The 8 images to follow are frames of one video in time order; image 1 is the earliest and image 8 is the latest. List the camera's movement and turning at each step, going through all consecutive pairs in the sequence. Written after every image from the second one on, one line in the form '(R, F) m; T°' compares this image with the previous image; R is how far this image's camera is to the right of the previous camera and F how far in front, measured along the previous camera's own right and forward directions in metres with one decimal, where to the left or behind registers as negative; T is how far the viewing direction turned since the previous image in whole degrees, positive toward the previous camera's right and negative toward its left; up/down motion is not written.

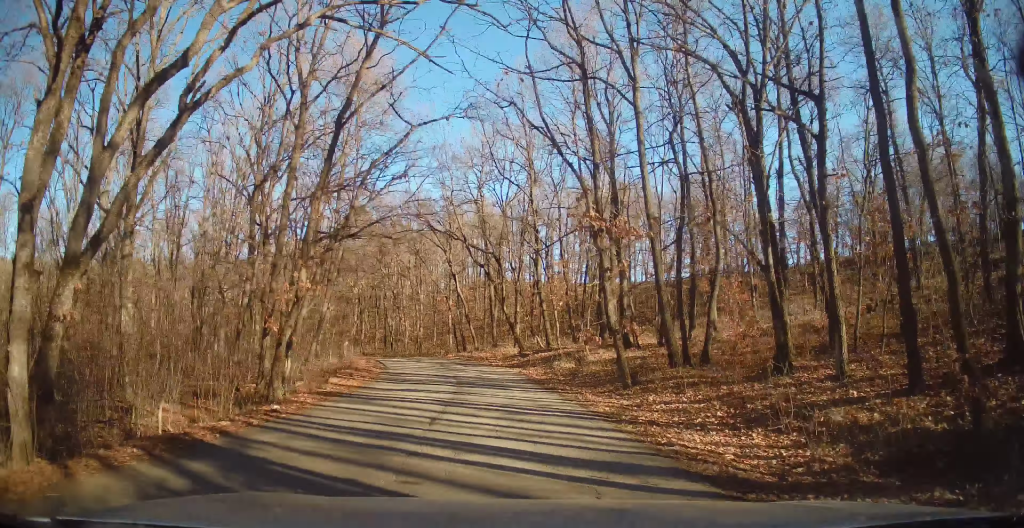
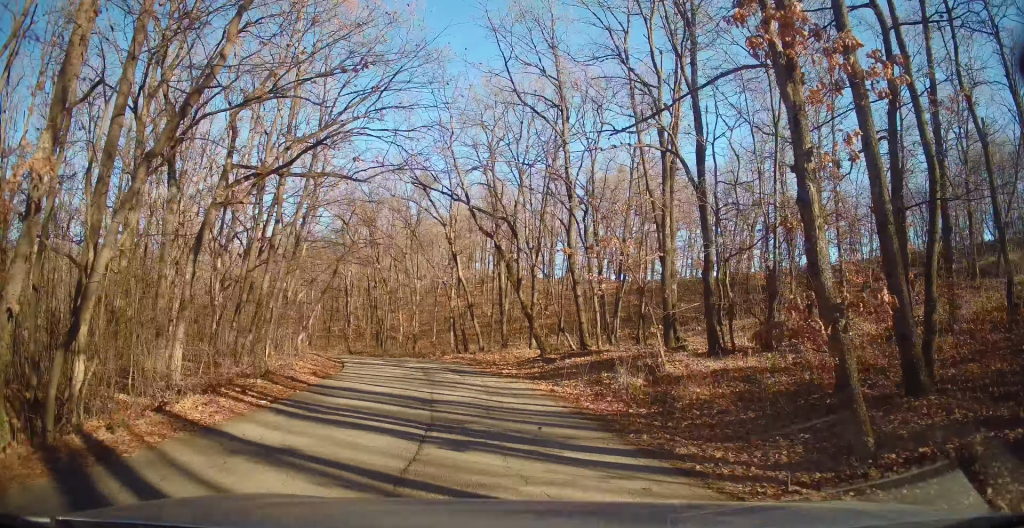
(-0.4, +9.2) m; -1°
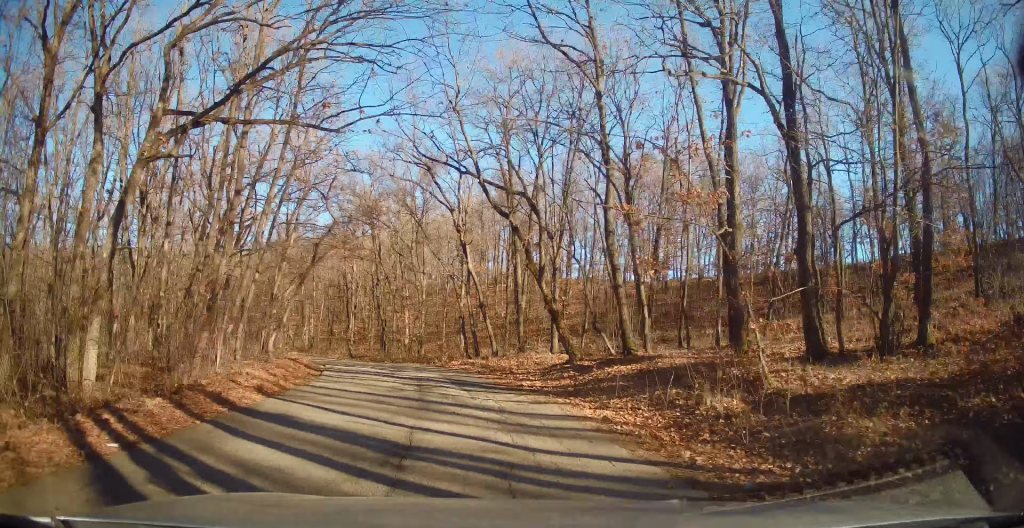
(-0.1, +4.7) m; -1°
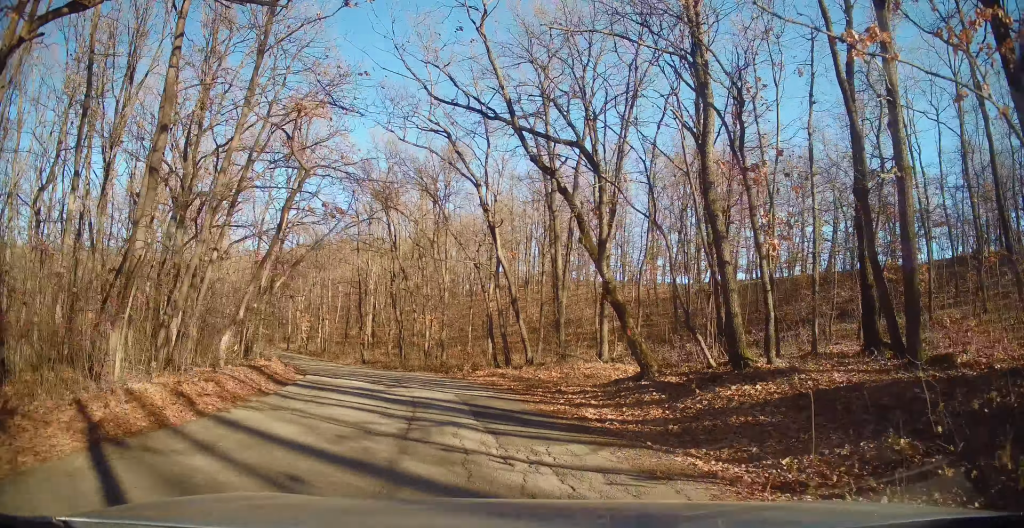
(+0.3, +6.0) m; -1°
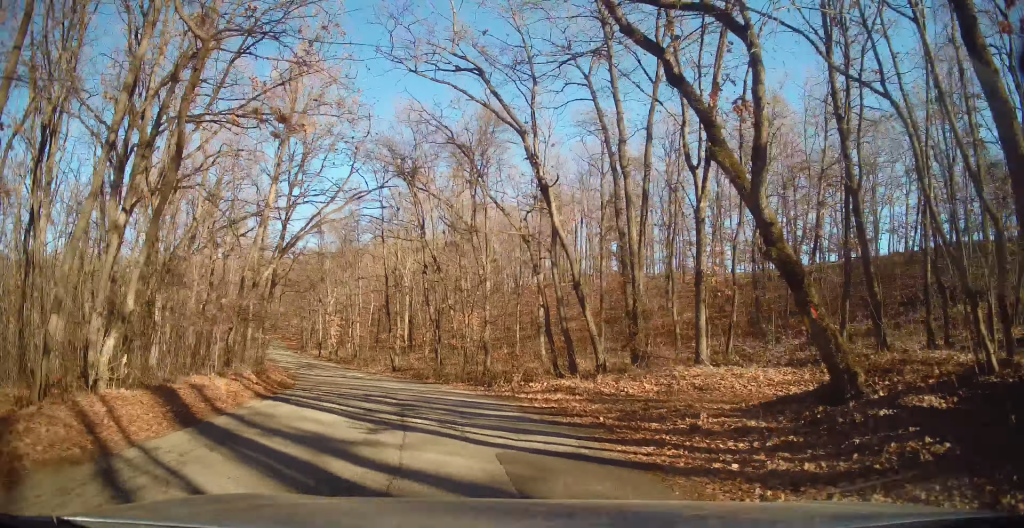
(-0.1, +7.0) m; -4°
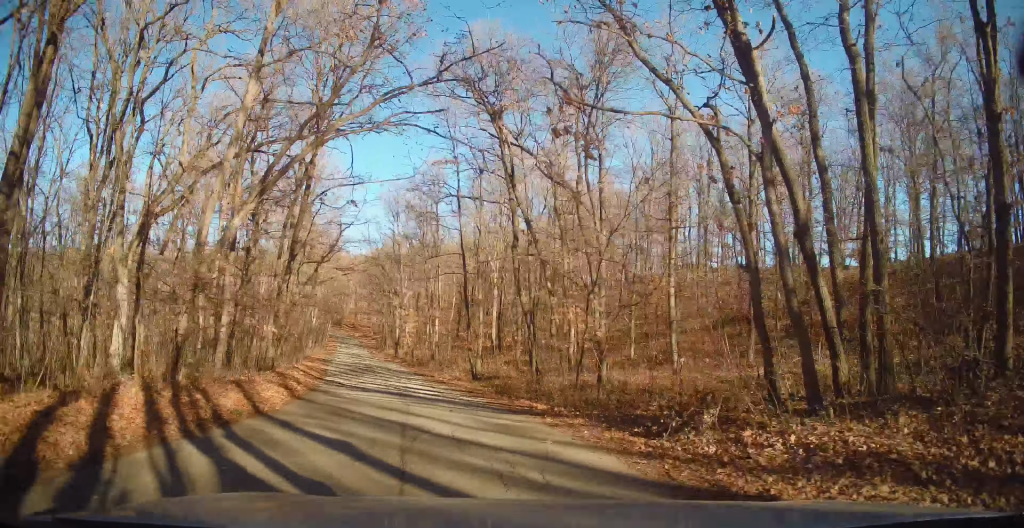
(-0.6, +9.7) m; -9°
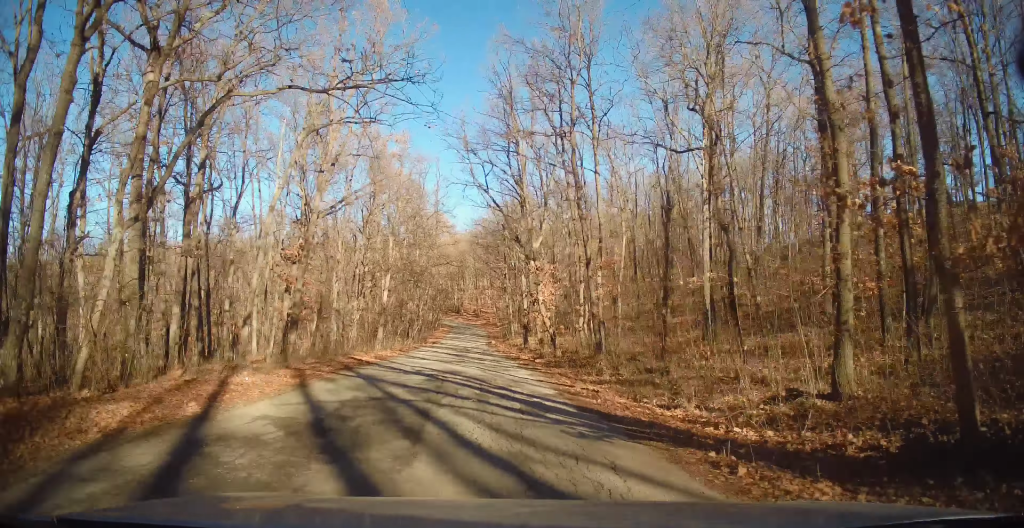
(-3.6, +24.8) m; -13°
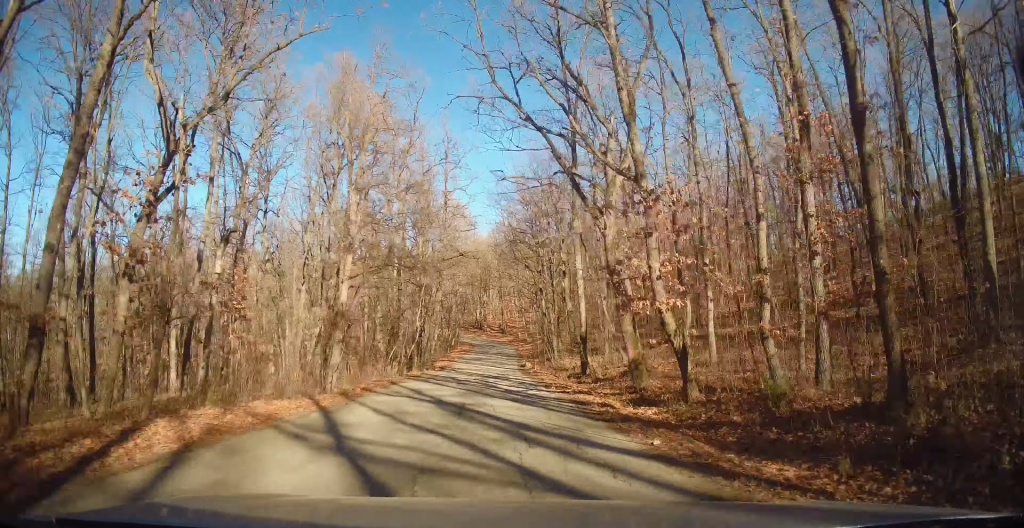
(-0.7, +16.1) m; -6°
